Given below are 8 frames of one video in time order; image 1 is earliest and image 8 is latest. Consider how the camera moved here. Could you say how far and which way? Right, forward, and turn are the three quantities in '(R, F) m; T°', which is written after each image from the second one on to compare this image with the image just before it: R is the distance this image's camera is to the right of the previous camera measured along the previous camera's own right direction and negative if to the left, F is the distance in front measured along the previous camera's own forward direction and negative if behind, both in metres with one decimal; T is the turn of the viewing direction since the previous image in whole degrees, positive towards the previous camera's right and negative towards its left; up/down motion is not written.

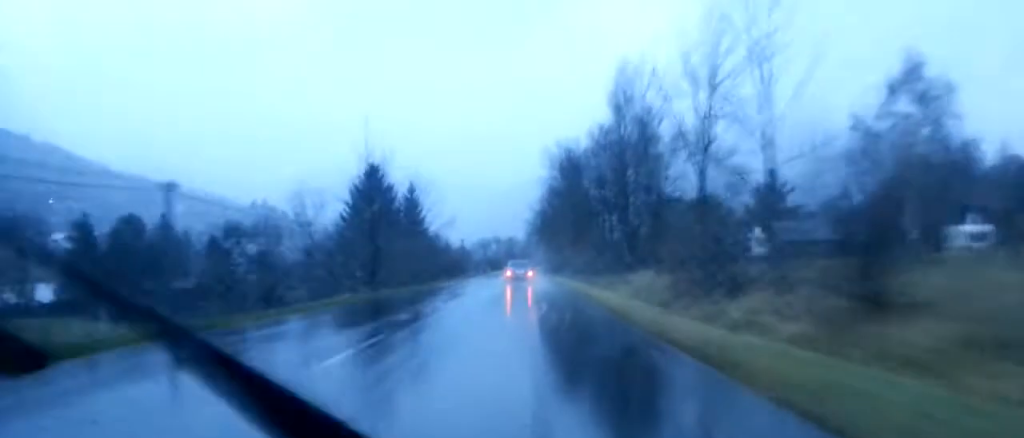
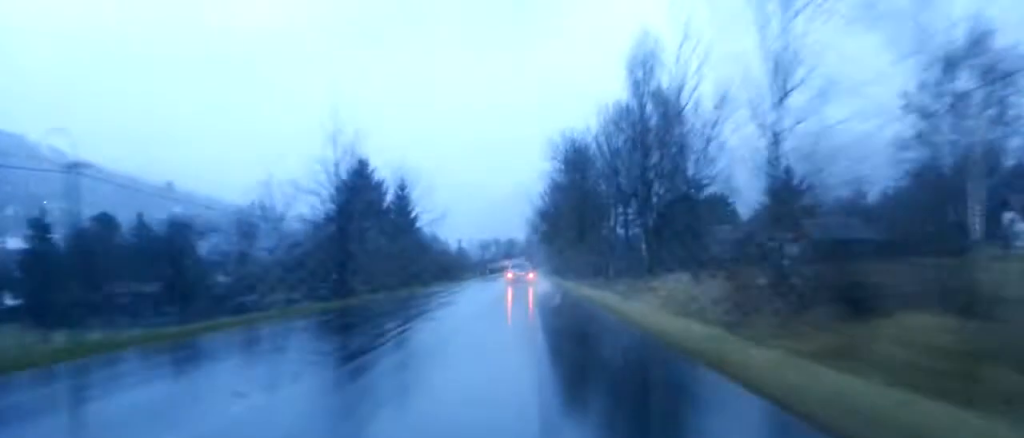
(+0.2, +8.6) m; +1°
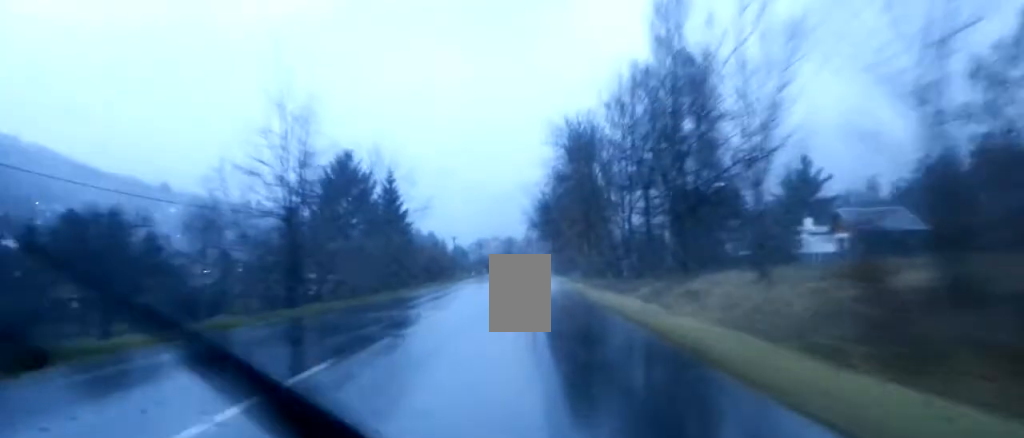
(0.0, +8.5) m; 0°
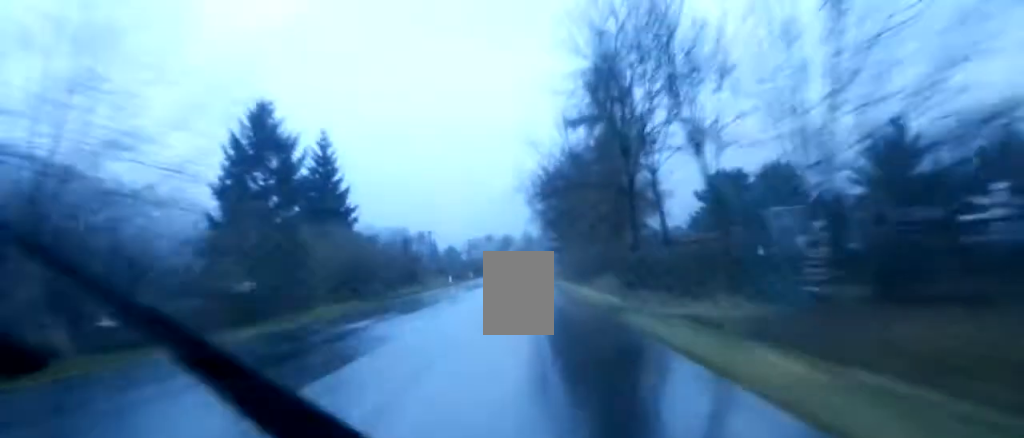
(0.0, +31.8) m; 0°
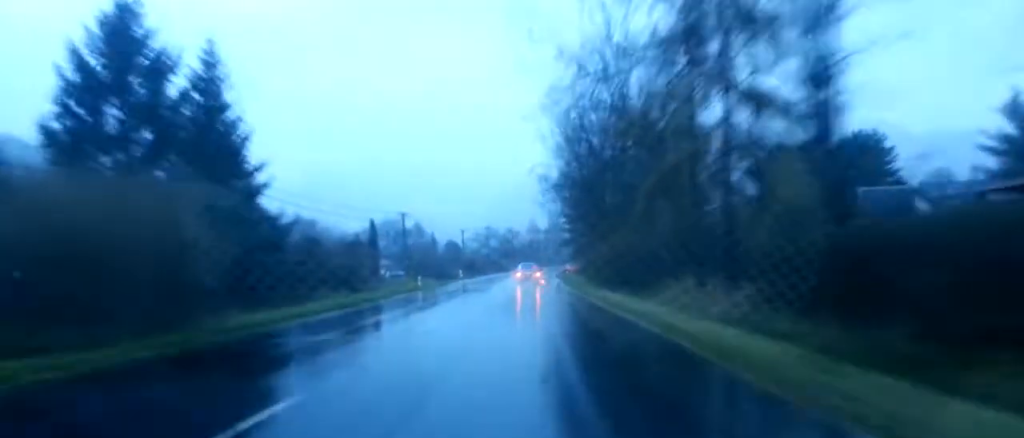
(-0.5, +26.9) m; -2°
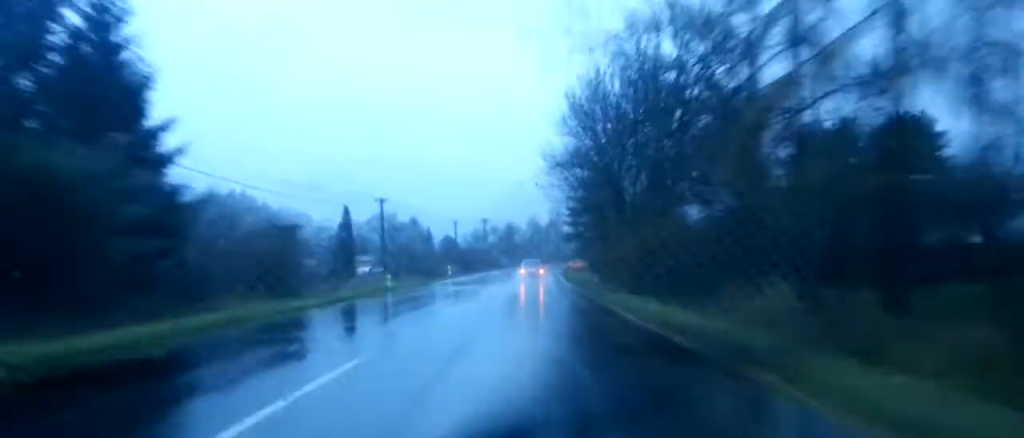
(-0.2, +11.1) m; 0°
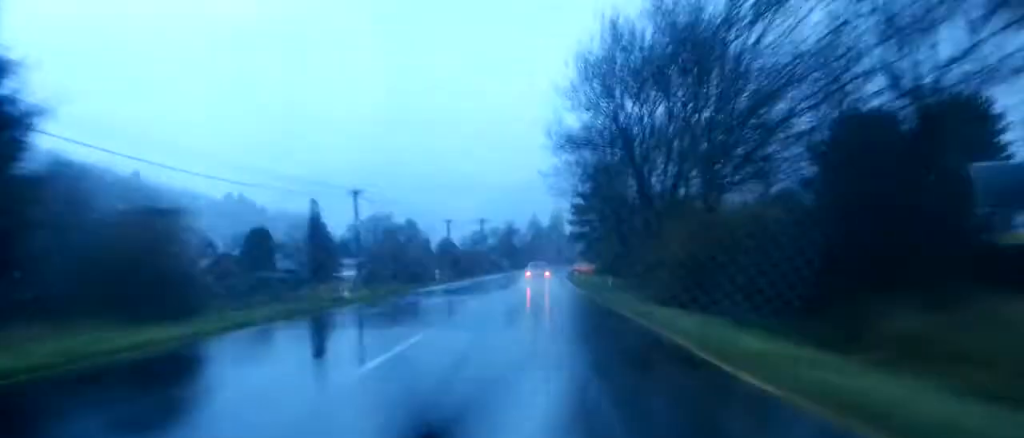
(+0.3, +9.9) m; +1°
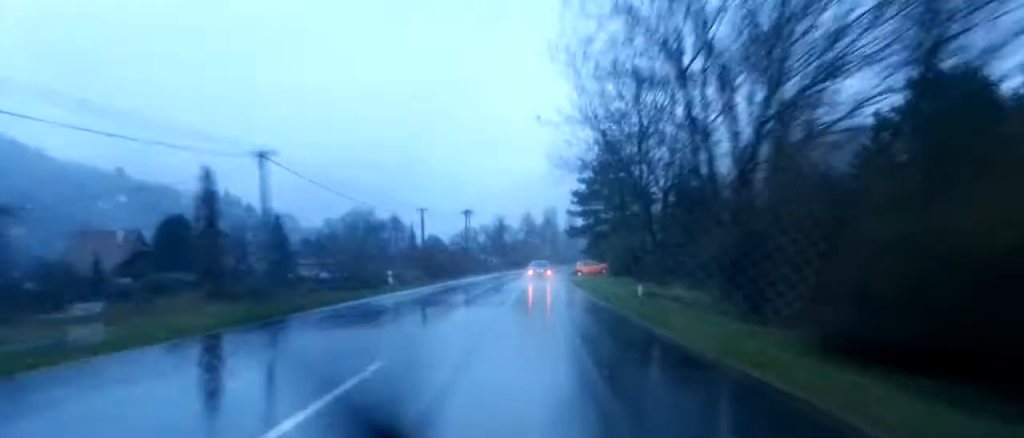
(+0.1, +17.2) m; +1°
